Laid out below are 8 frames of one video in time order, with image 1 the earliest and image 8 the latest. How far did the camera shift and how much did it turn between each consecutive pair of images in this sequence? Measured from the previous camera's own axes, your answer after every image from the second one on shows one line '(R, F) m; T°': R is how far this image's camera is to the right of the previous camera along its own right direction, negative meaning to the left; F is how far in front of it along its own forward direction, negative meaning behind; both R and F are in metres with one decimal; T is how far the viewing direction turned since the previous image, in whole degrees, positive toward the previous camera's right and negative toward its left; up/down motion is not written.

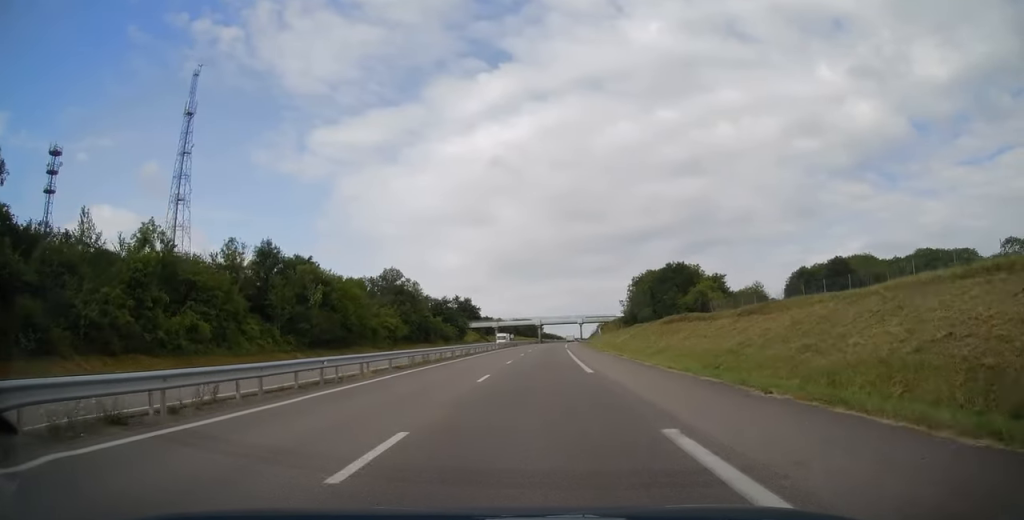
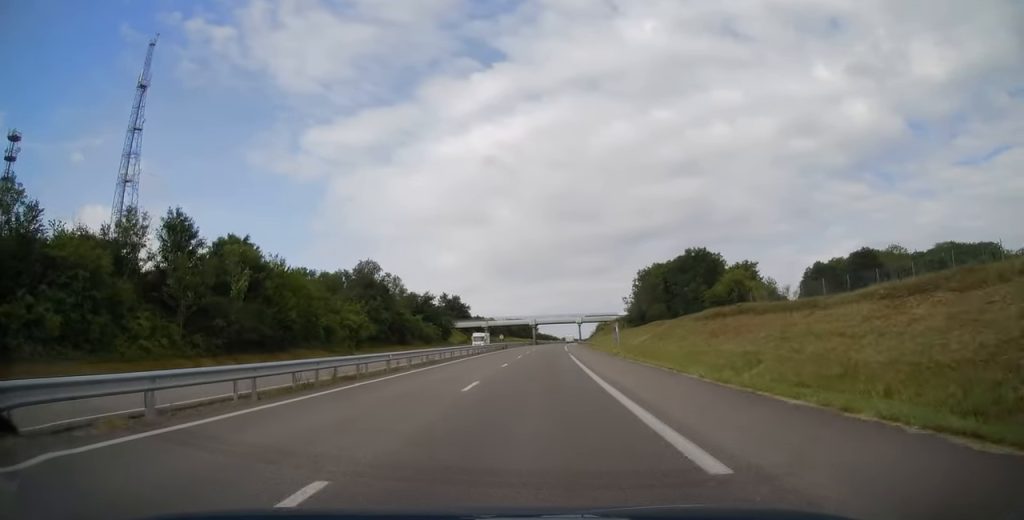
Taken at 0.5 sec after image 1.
(+0.1, +16.1) m; +1°
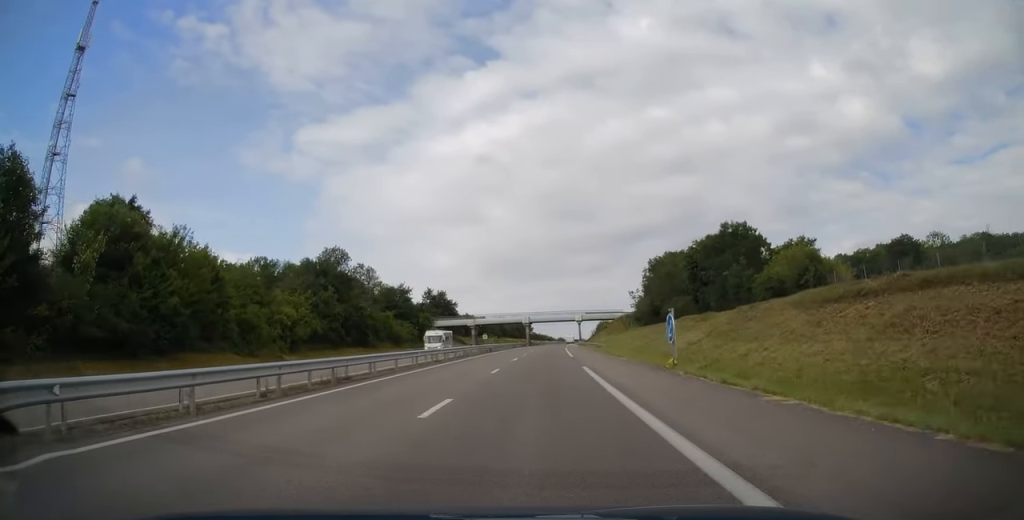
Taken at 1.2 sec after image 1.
(+0.1, +18.5) m; 0°
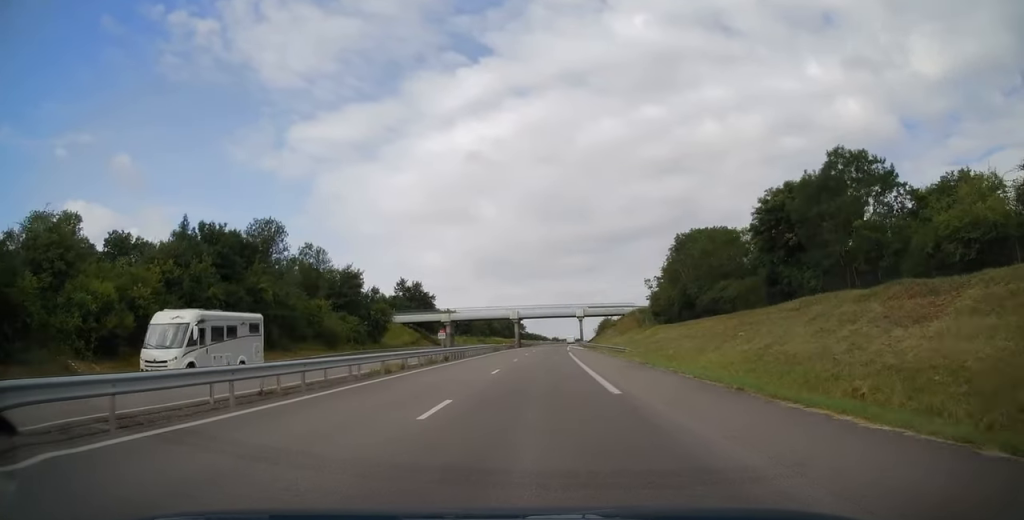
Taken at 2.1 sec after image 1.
(0.0, +26.4) m; +1°
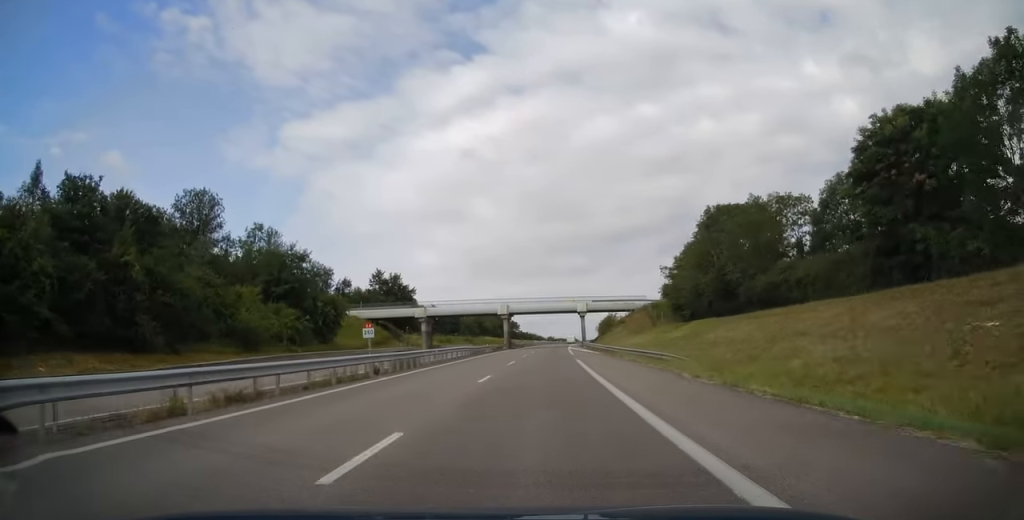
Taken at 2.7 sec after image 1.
(-0.1, +17.6) m; +1°
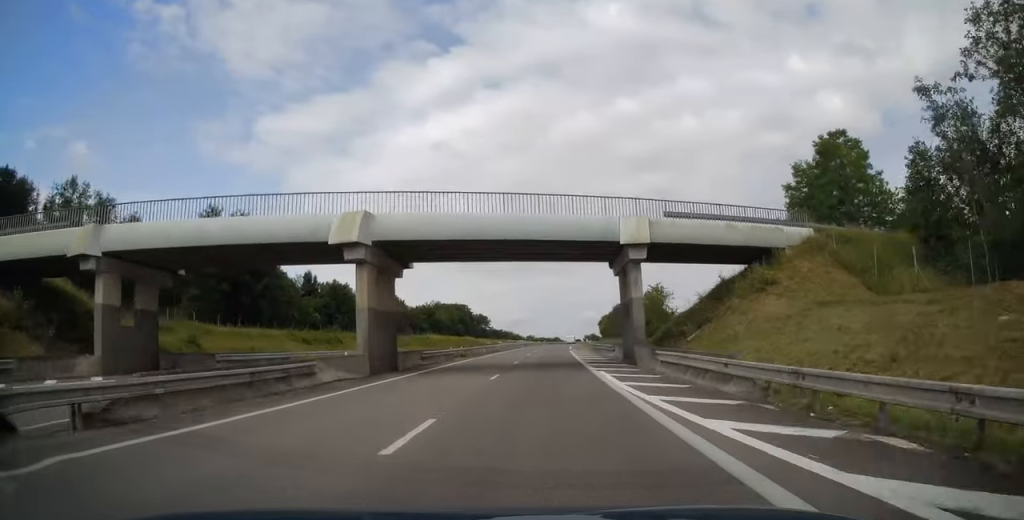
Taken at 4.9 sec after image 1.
(+1.2, +64.3) m; +2°
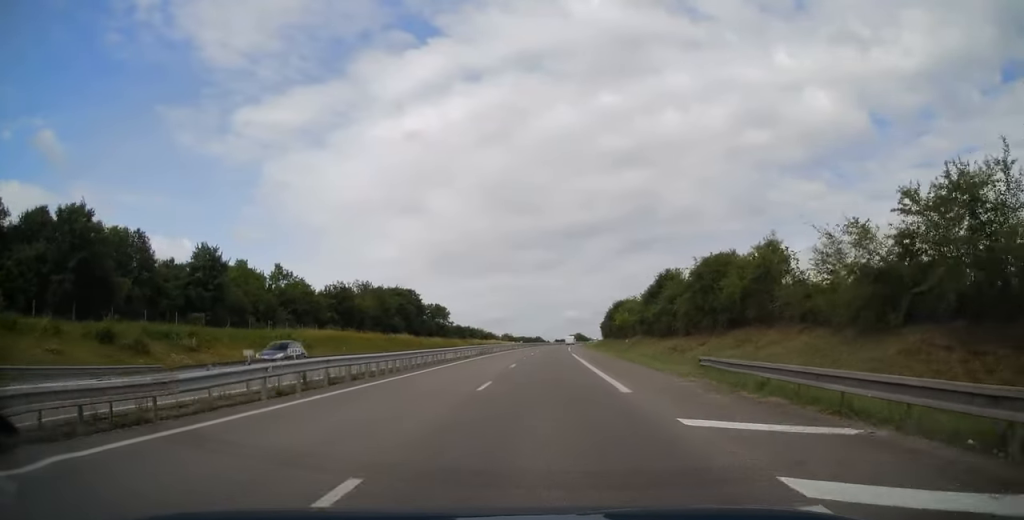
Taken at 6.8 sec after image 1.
(+0.9, +56.9) m; +2°
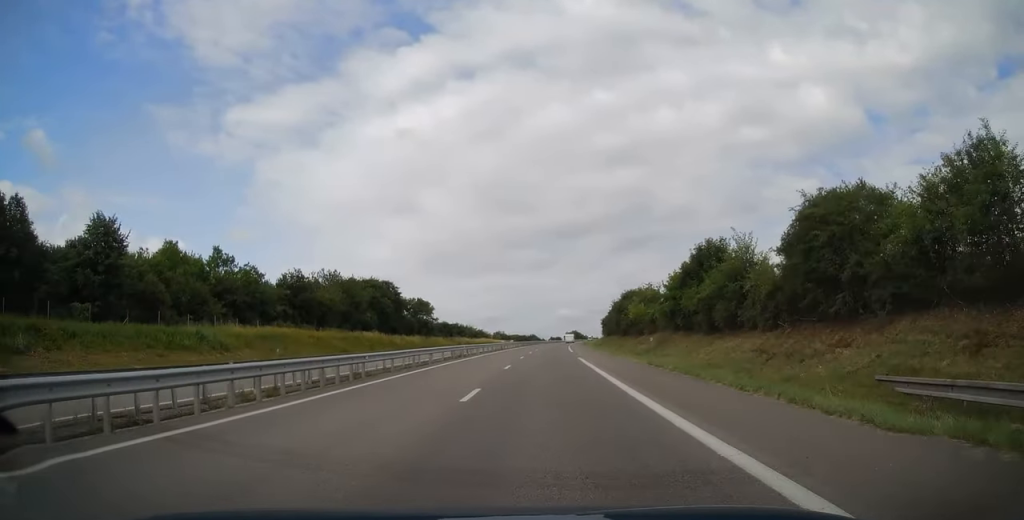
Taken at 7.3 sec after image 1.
(+0.2, +16.2) m; +1°
